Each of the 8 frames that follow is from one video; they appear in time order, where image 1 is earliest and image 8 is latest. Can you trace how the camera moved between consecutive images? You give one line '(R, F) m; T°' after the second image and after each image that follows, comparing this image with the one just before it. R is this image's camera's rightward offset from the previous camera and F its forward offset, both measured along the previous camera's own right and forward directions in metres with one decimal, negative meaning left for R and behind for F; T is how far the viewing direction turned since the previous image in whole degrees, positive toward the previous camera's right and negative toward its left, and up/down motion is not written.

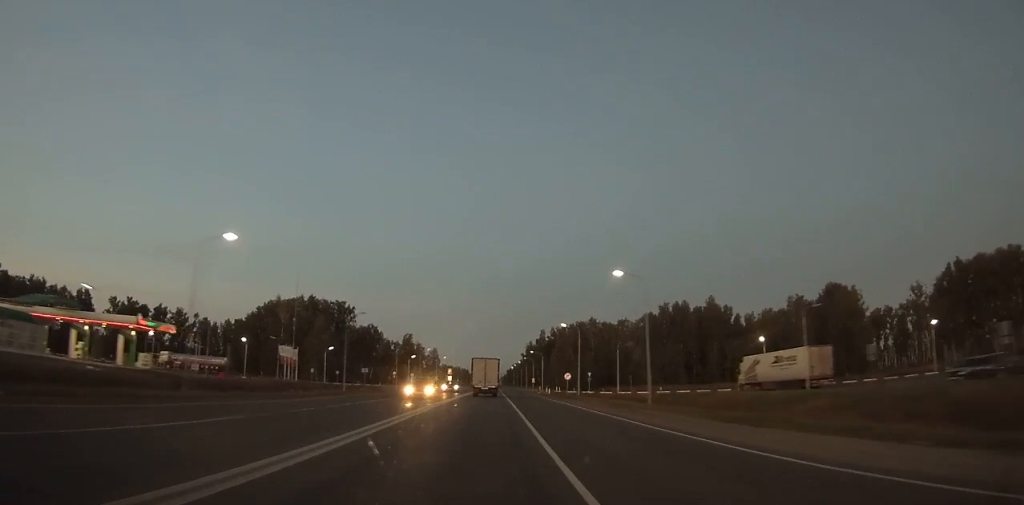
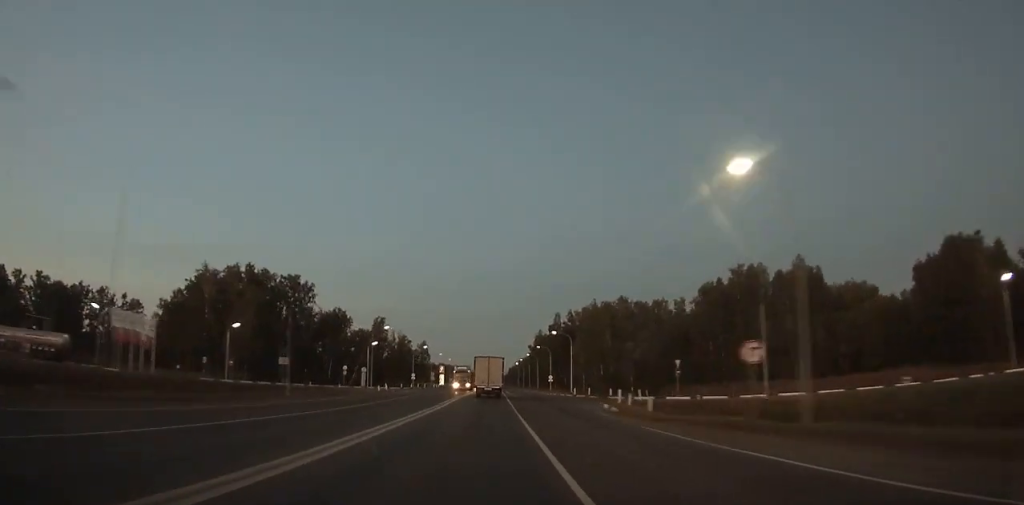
(-0.1, +44.3) m; 0°
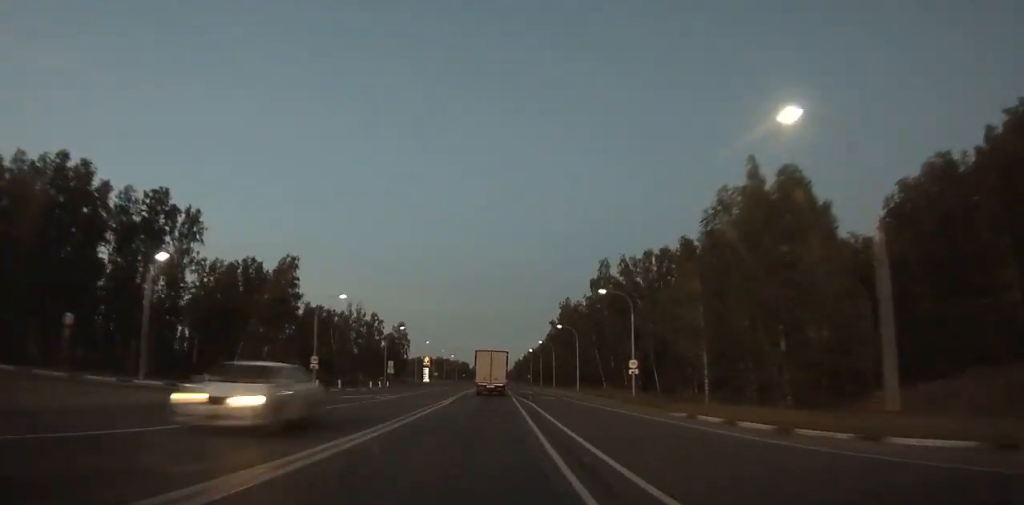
(0.0, +62.1) m; 0°
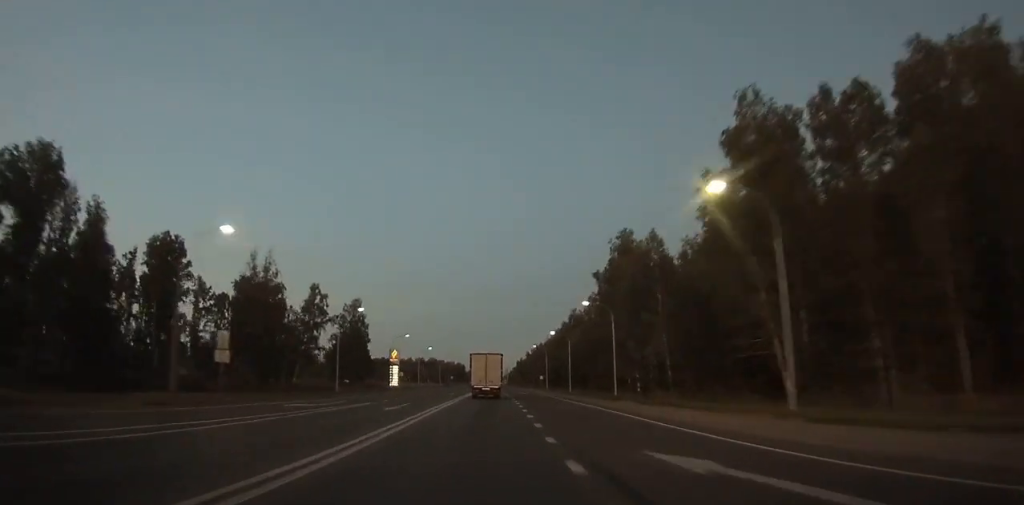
(0.0, +56.4) m; 0°
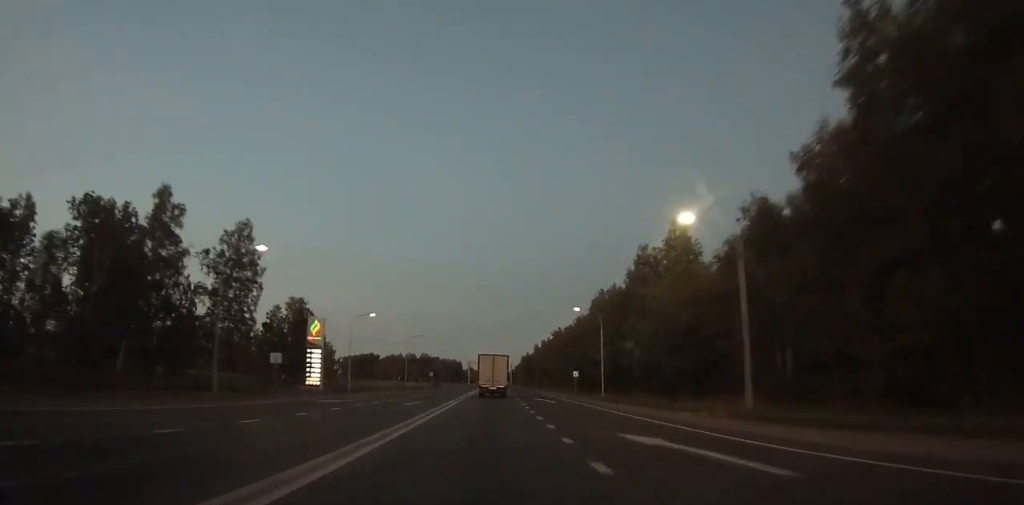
(-0.3, +57.1) m; 0°
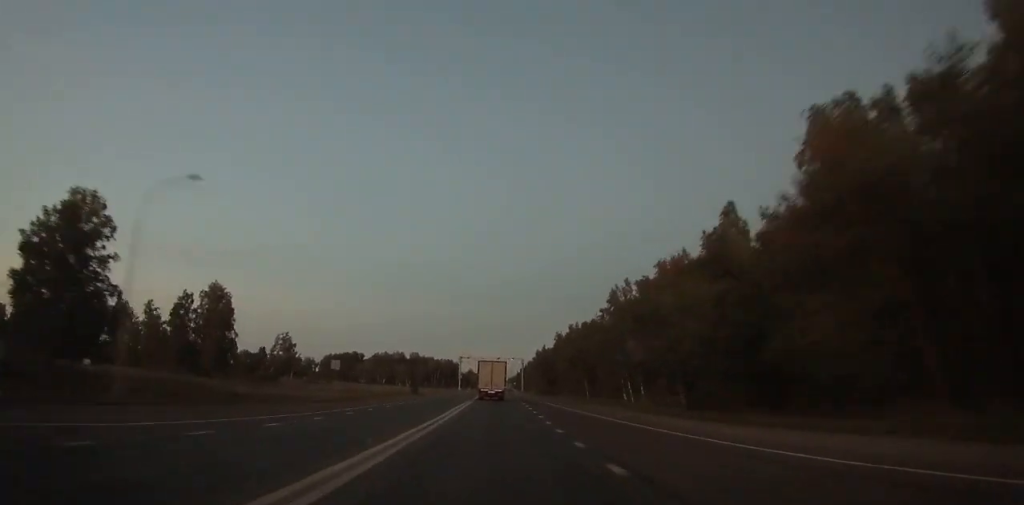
(+0.2, +71.0) m; 0°
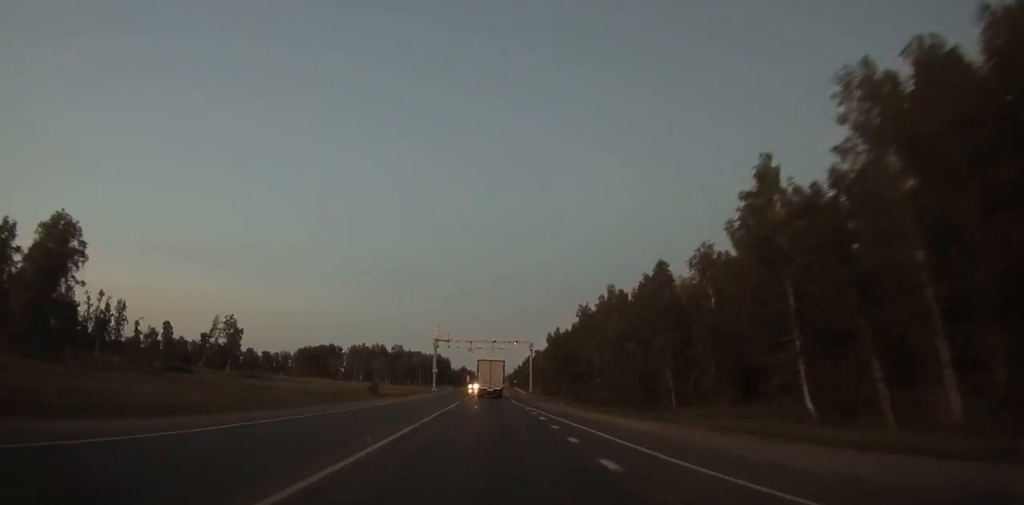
(+0.1, +52.0) m; 0°
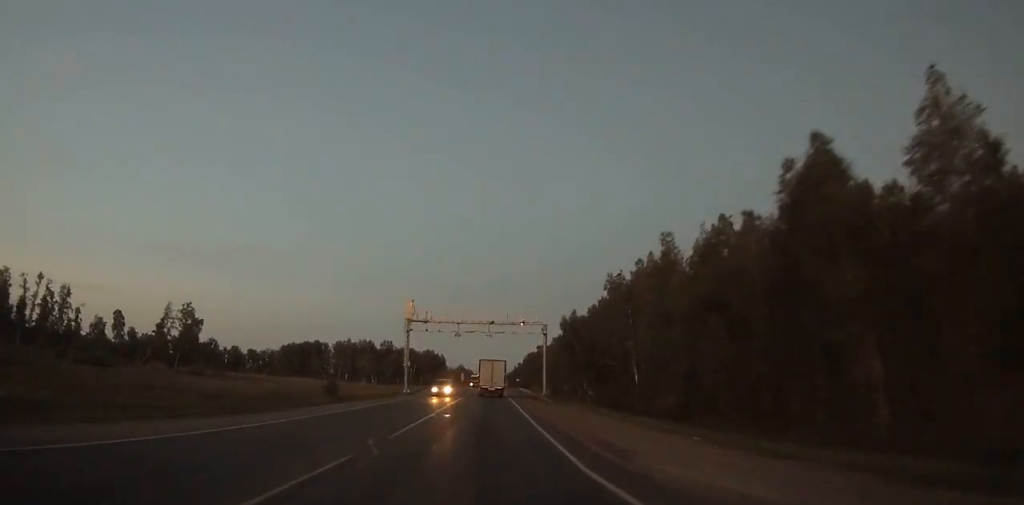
(0.0, +28.6) m; 0°
